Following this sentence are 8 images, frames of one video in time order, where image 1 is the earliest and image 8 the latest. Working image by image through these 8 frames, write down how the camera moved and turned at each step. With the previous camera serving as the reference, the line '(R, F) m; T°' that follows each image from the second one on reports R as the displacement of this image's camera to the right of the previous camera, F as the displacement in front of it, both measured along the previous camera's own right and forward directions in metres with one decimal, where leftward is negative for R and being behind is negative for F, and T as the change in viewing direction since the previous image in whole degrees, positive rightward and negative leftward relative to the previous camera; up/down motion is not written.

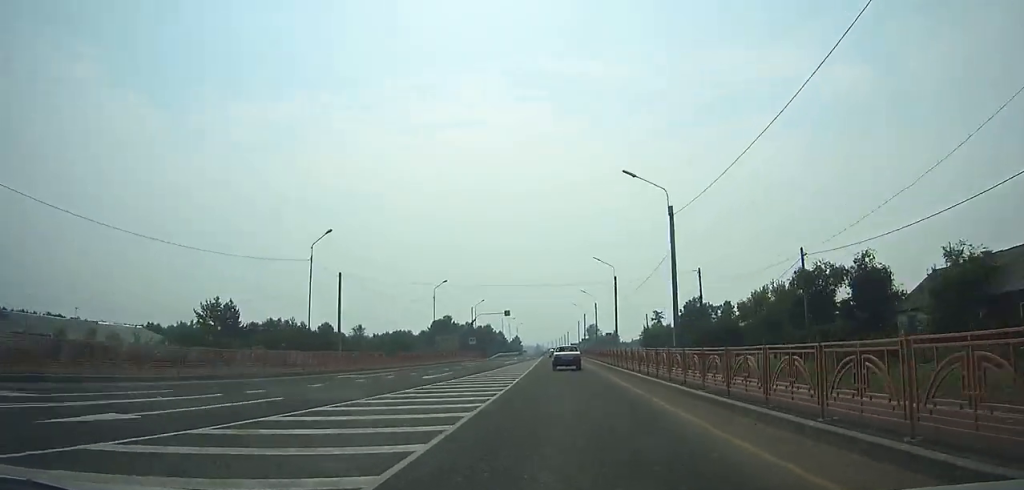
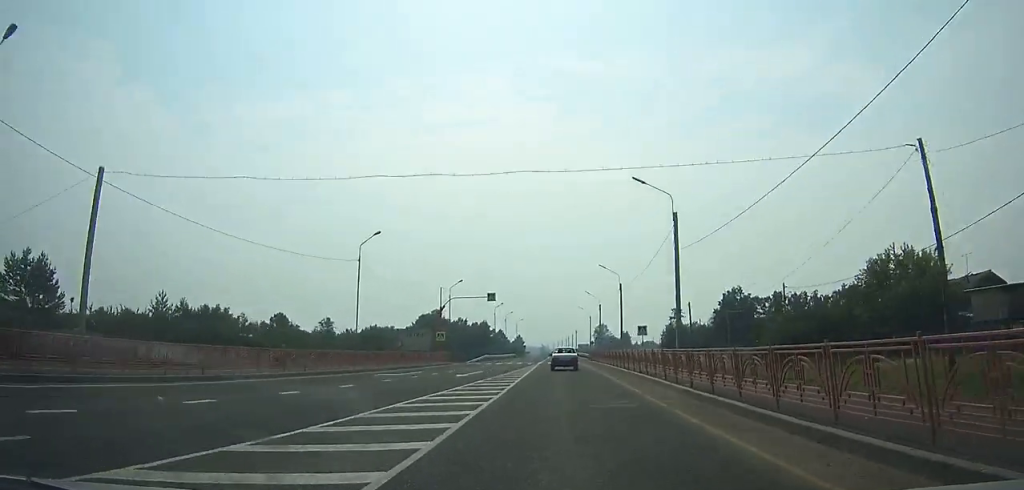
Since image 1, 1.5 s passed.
(-0.5, +29.6) m; -1°
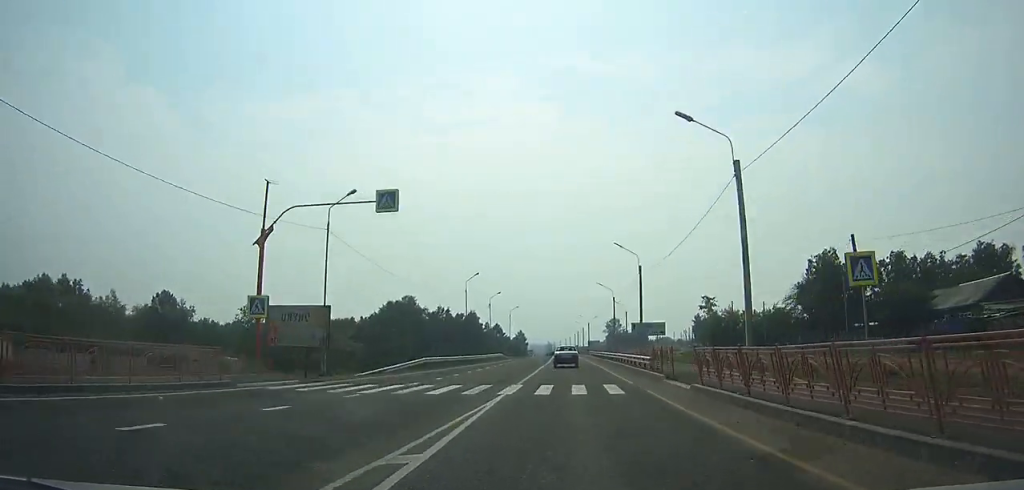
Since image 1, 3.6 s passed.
(-0.4, +41.2) m; -1°
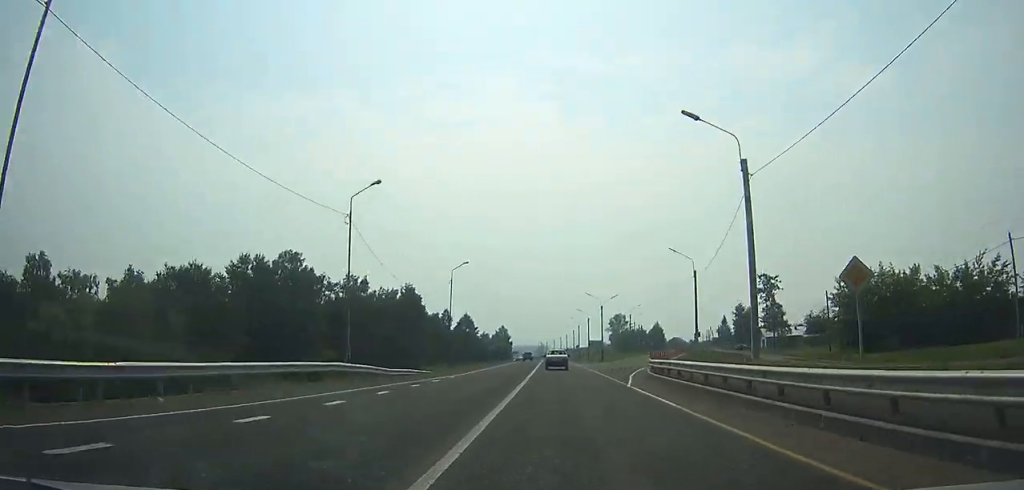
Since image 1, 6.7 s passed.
(-0.2, +59.9) m; 0°
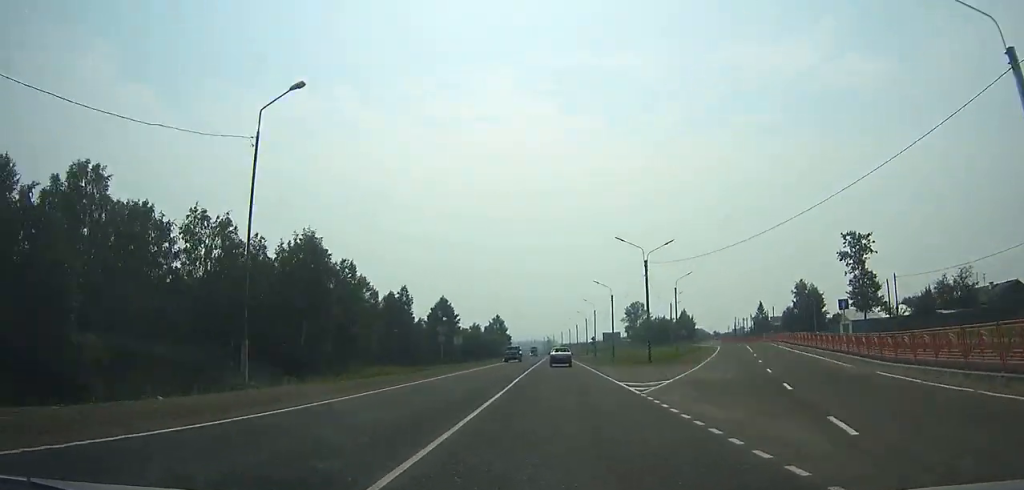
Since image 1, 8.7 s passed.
(+0.1, +38.3) m; 0°
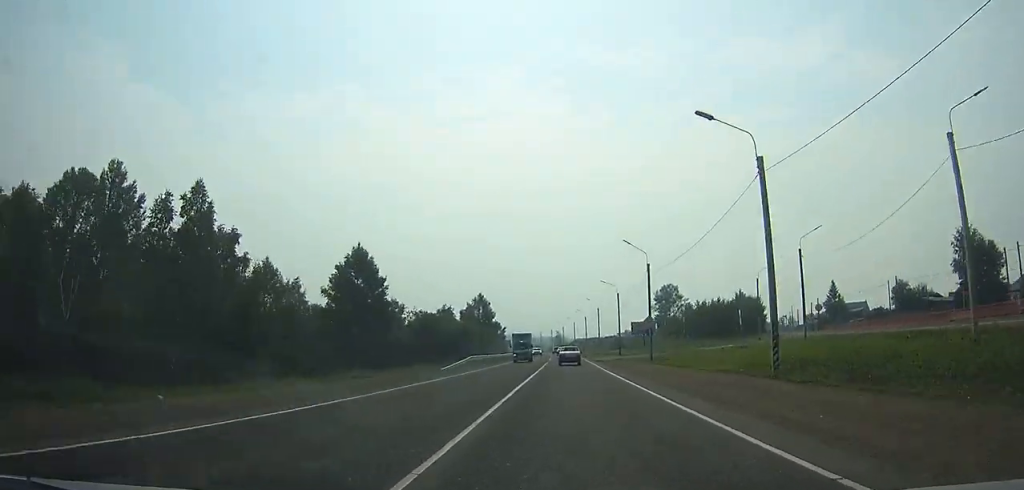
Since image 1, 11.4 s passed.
(-0.4, +52.6) m; -1°
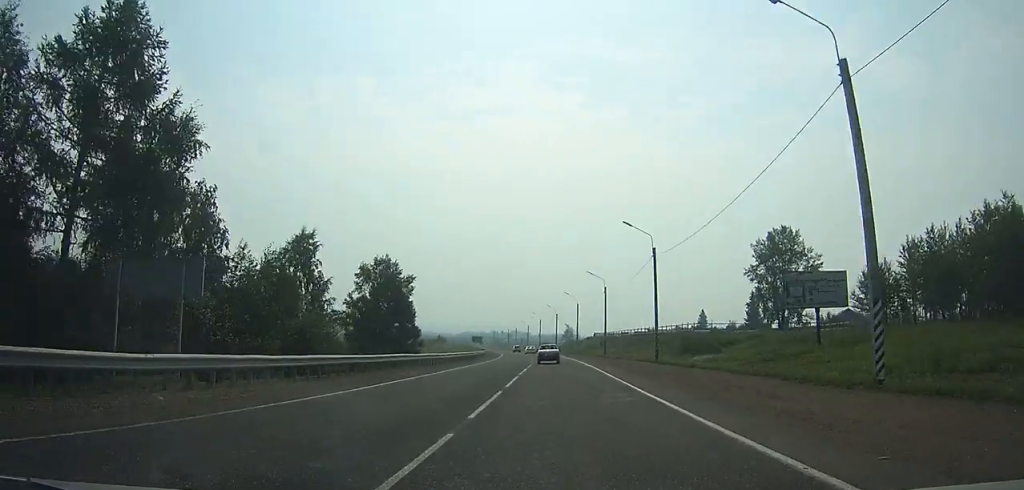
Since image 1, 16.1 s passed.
(-1.0, +98.1) m; -2°
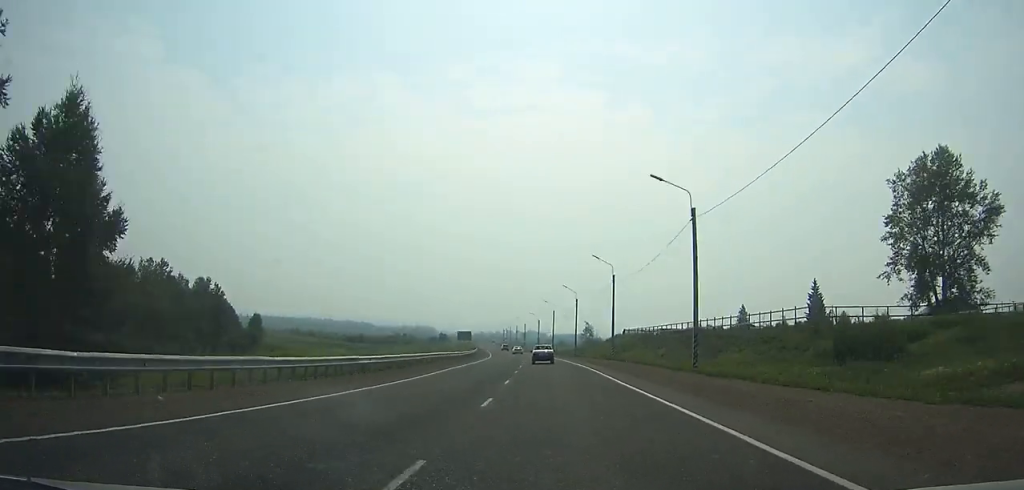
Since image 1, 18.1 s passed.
(-0.1, +42.4) m; -2°
